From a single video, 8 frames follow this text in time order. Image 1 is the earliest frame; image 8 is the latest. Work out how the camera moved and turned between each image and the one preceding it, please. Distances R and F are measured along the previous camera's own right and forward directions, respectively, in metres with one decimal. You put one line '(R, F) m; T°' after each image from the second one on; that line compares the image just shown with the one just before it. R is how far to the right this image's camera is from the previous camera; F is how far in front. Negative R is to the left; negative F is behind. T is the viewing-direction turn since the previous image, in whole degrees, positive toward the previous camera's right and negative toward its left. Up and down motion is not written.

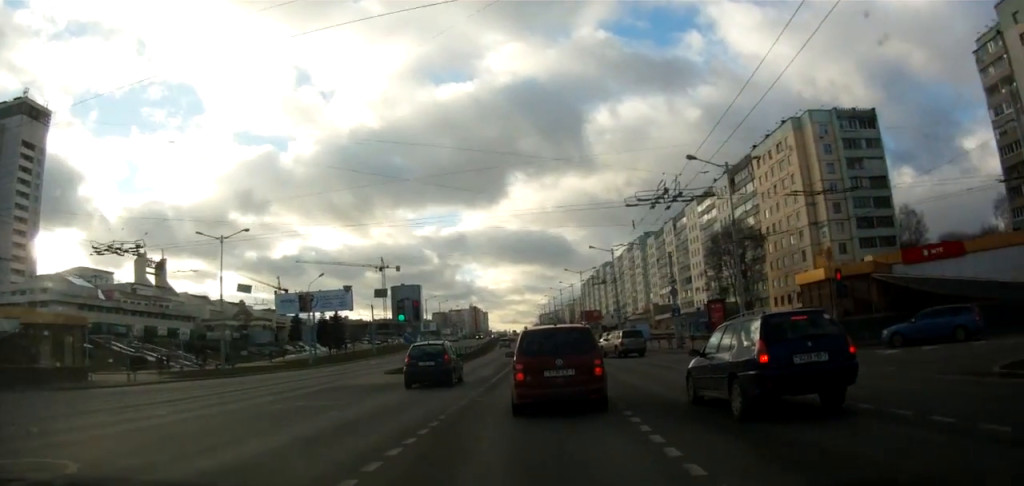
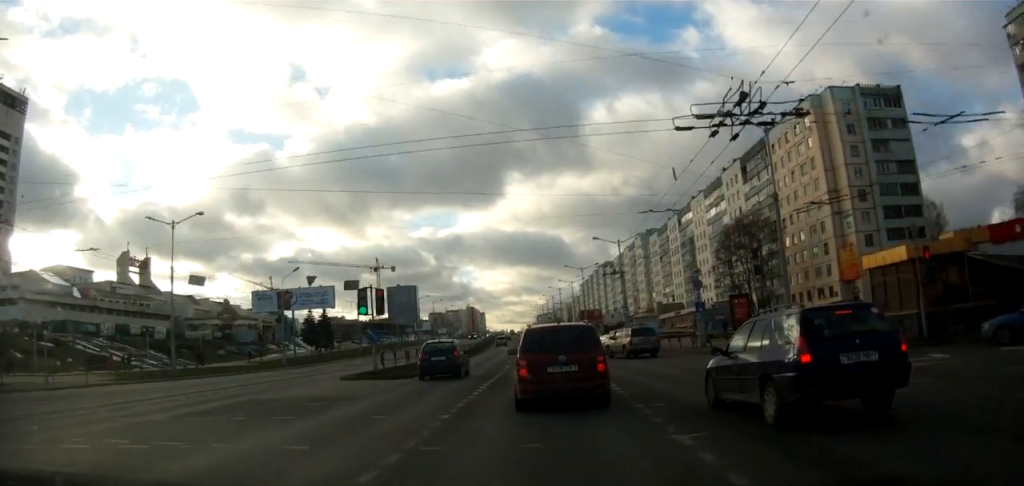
(+0.1, +7.8) m; -1°
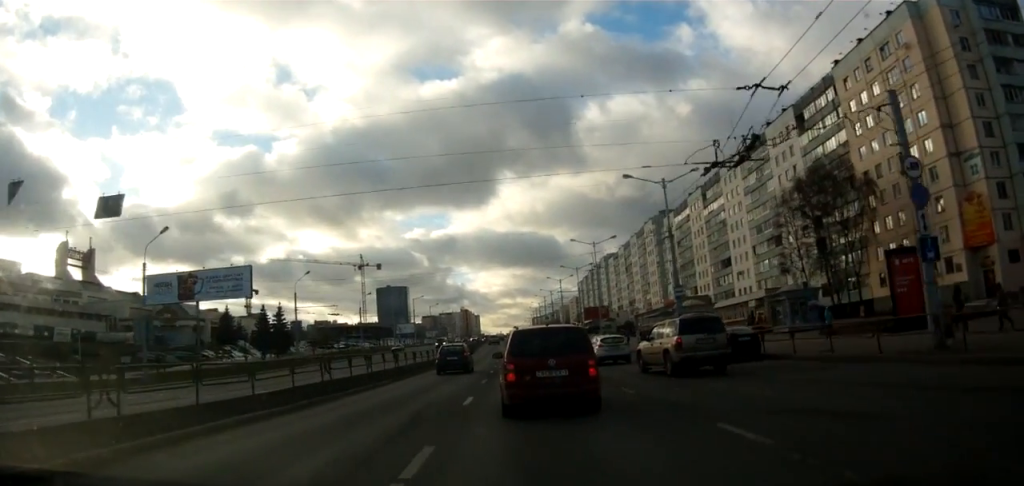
(0.0, +25.5) m; 0°
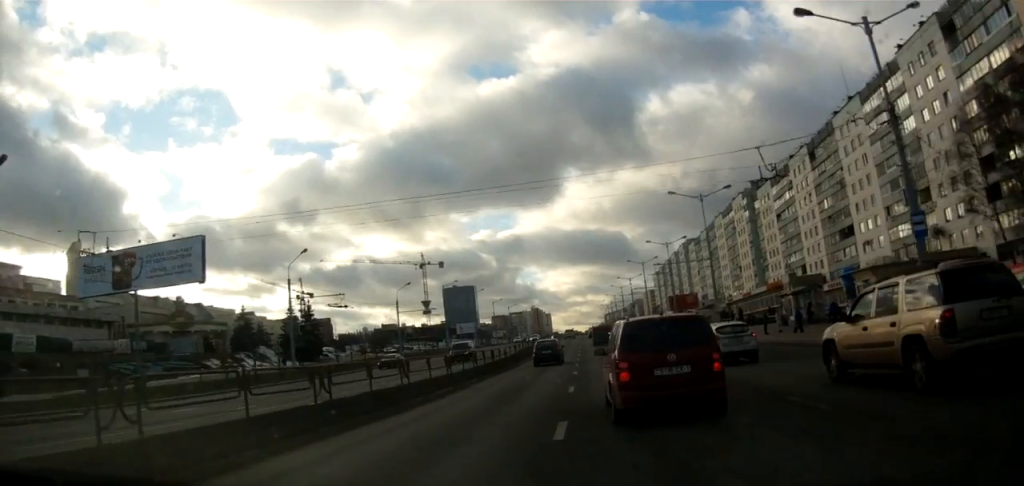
(-0.6, +22.1) m; -2°
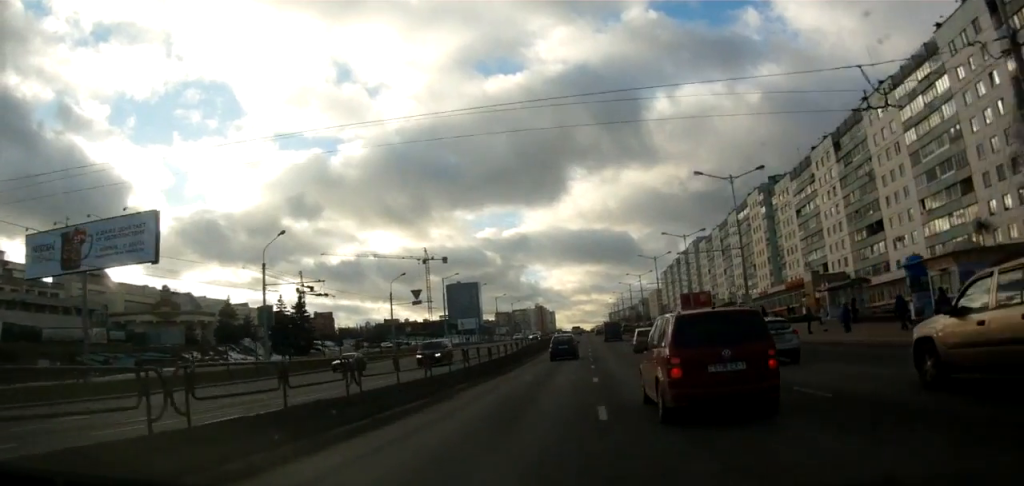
(+0.1, +6.6) m; -1°
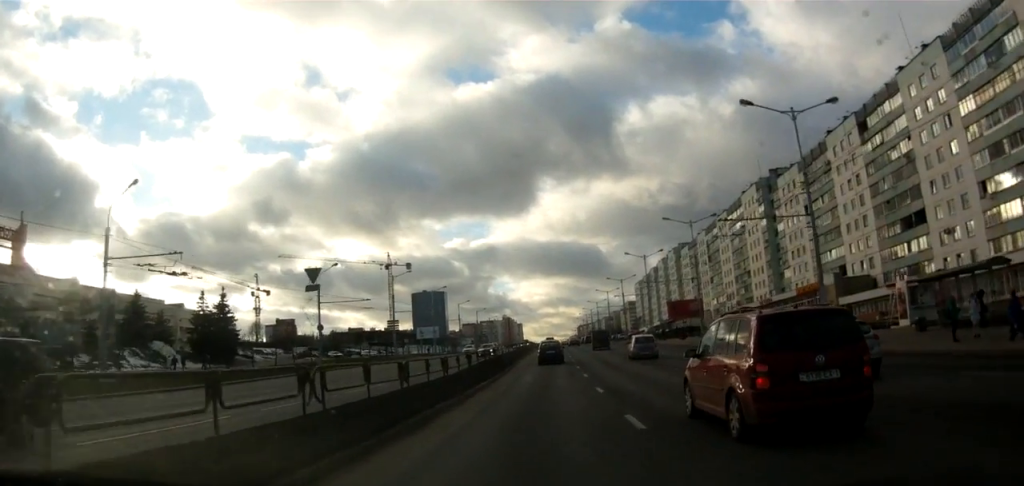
(-0.4, +16.0) m; +2°
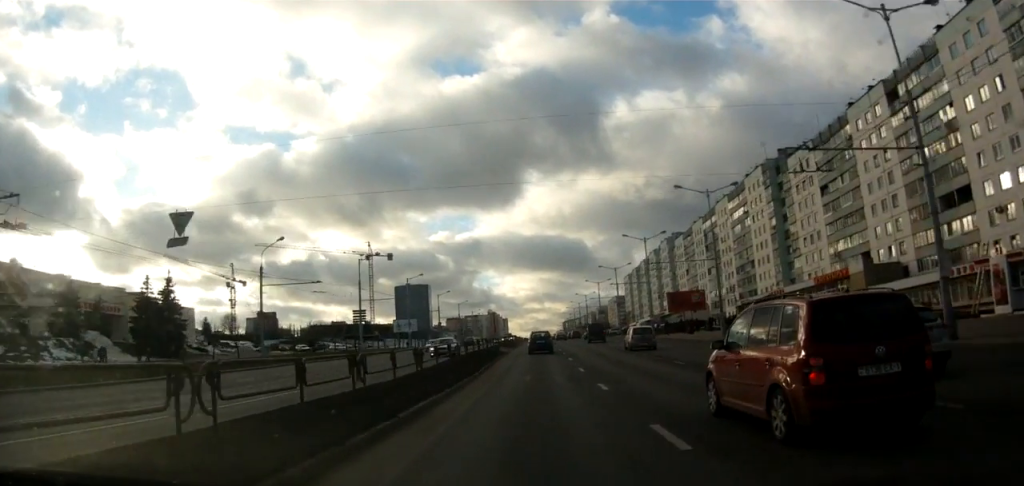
(+0.5, +10.7) m; +2°
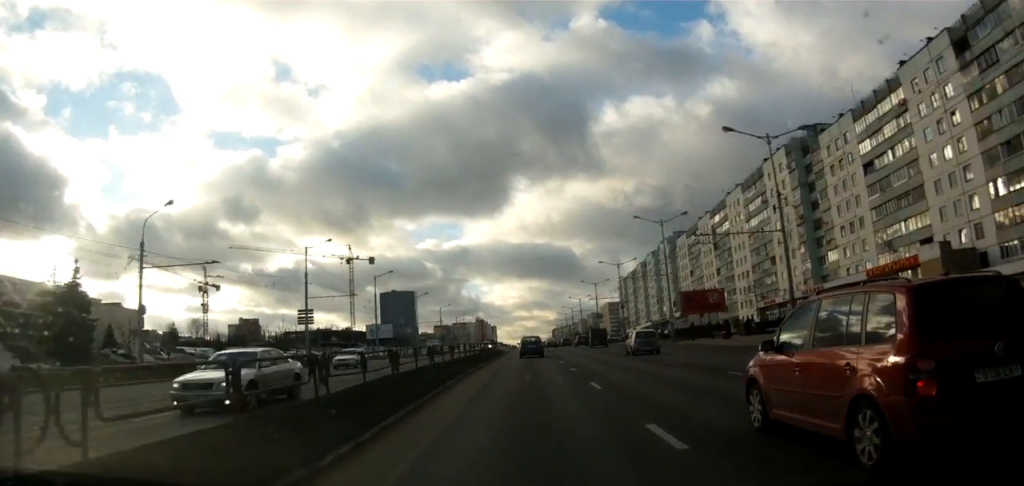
(+0.3, +15.5) m; 0°
